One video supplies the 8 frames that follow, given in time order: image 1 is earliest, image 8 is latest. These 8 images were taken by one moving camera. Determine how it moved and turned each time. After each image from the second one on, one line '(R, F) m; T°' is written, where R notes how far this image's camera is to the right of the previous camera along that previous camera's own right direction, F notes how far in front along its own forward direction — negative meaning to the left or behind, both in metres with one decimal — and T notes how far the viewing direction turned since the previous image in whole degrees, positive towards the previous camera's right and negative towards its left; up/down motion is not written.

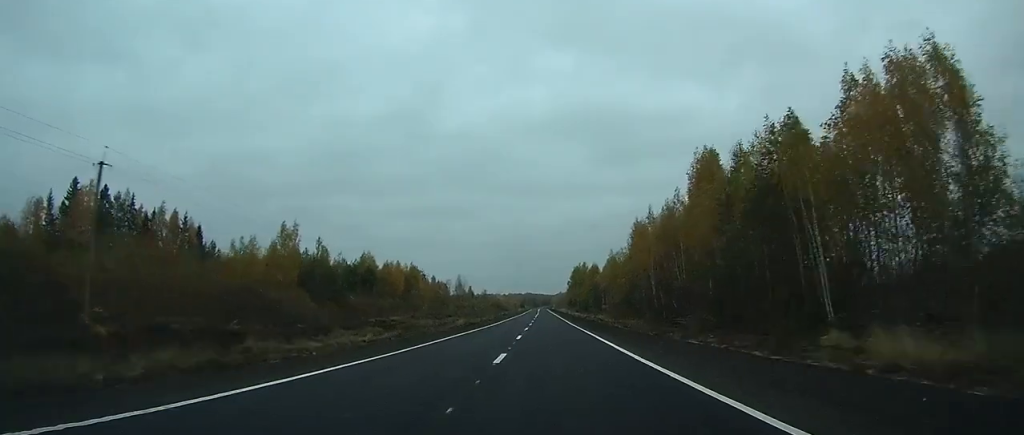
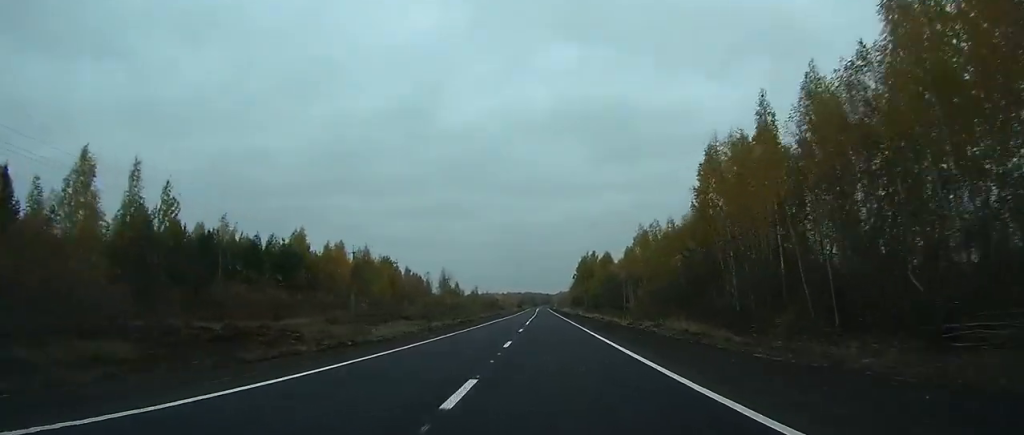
(0.0, +42.2) m; 0°
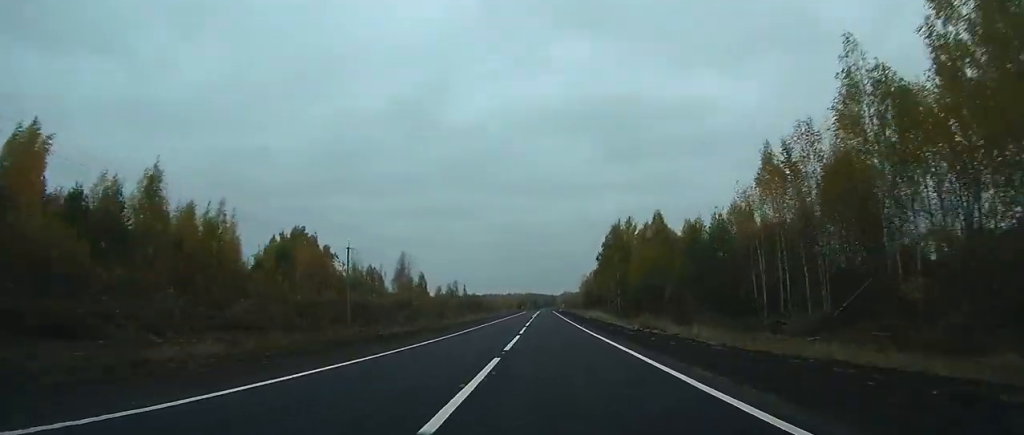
(-0.3, +75.5) m; -1°
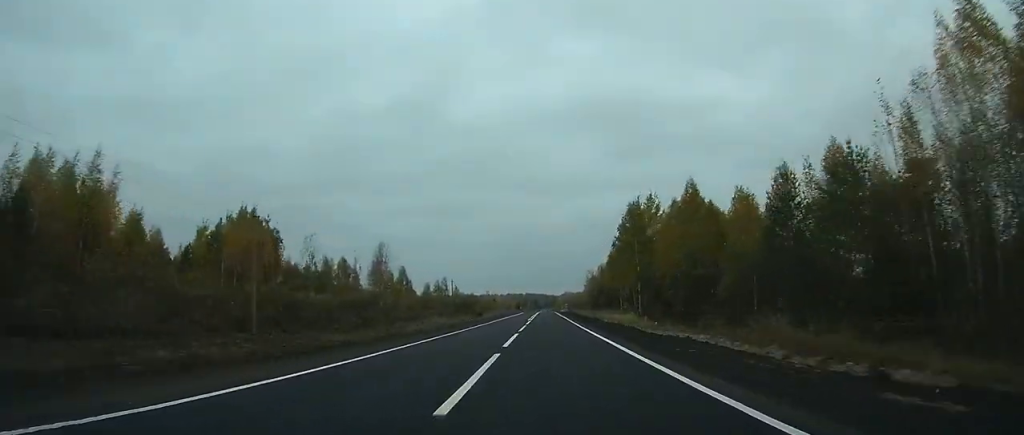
(0.0, +23.7) m; 0°
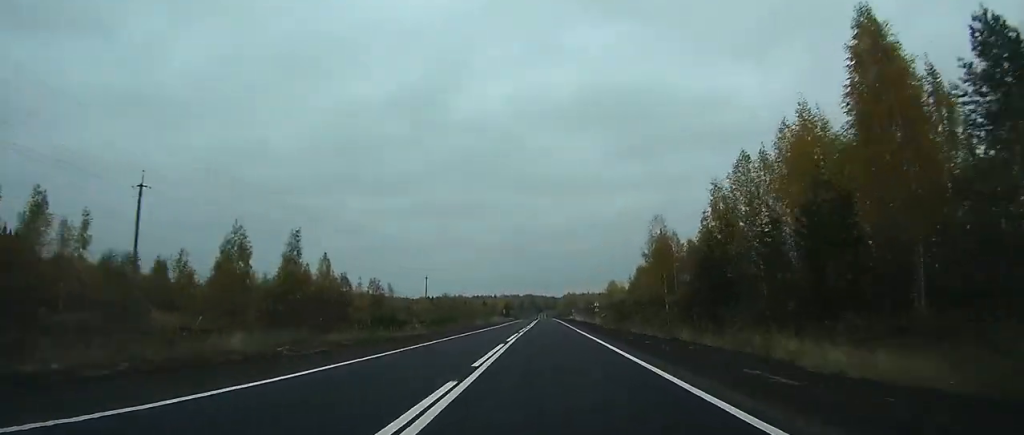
(-0.6, +111.8) m; -1°
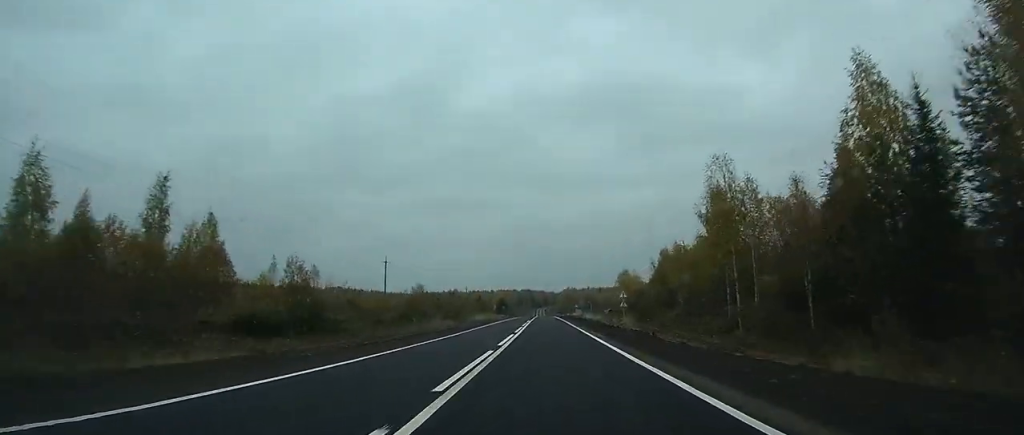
(0.0, +27.1) m; 0°
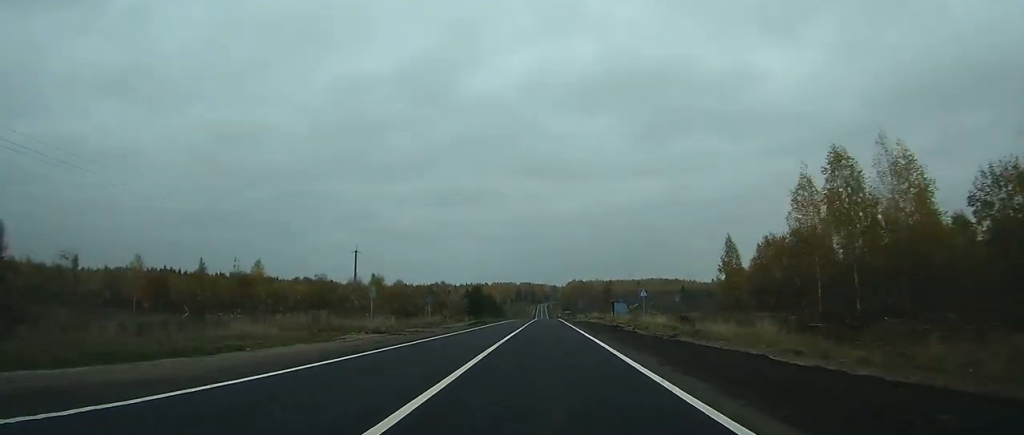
(0.0, +107.0) m; 0°
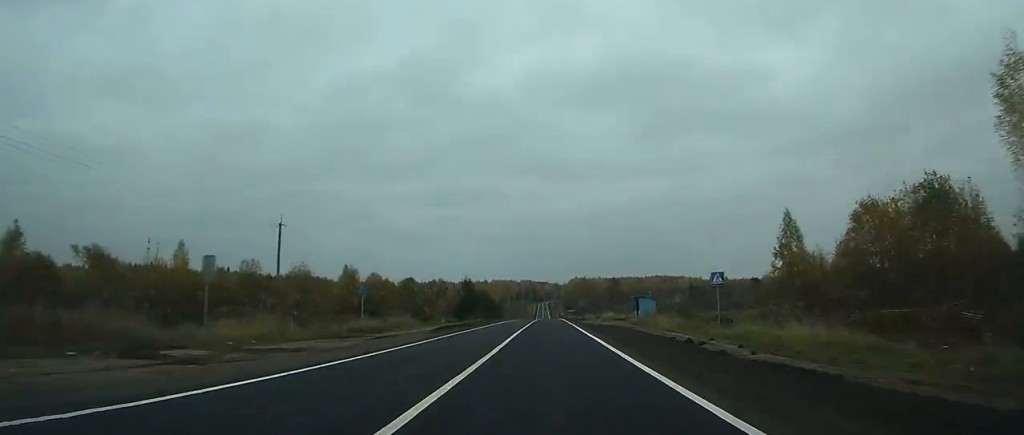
(-0.1, +23.1) m; 0°
